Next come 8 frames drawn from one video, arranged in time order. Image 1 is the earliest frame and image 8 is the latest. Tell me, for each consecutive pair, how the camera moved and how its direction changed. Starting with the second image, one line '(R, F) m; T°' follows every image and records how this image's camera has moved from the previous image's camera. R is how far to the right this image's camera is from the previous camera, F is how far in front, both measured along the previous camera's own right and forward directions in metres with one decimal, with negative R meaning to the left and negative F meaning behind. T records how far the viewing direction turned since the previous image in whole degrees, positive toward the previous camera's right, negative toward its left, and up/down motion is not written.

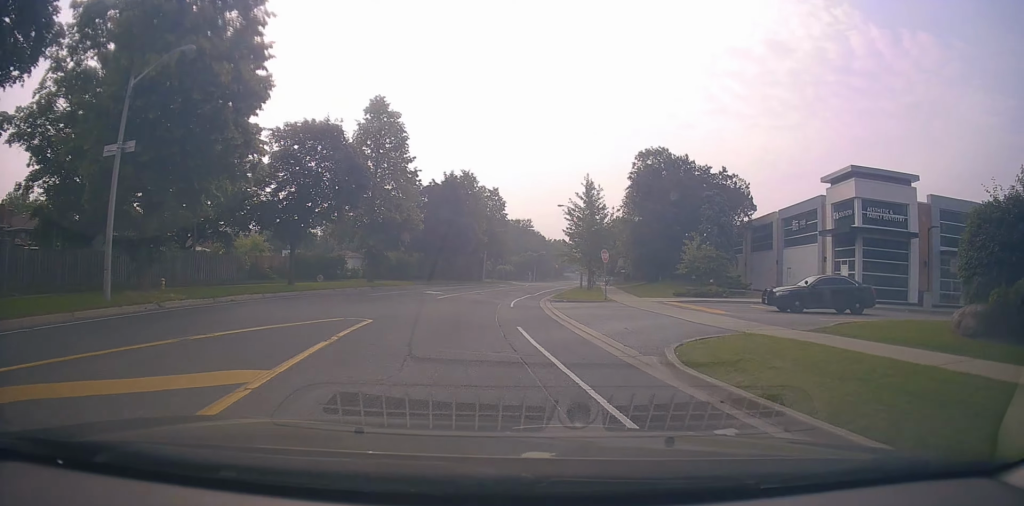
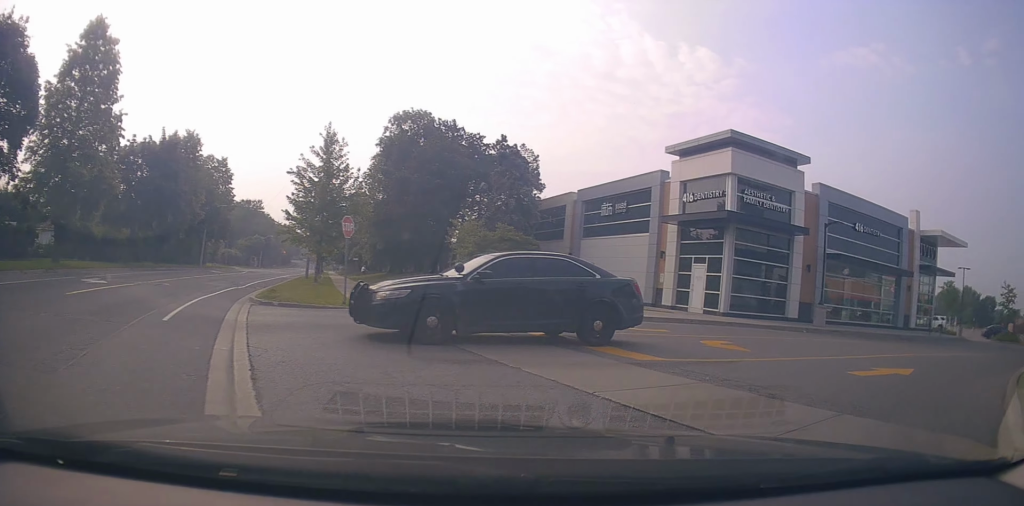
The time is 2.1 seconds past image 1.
(+2.9, +13.3) m; +33°
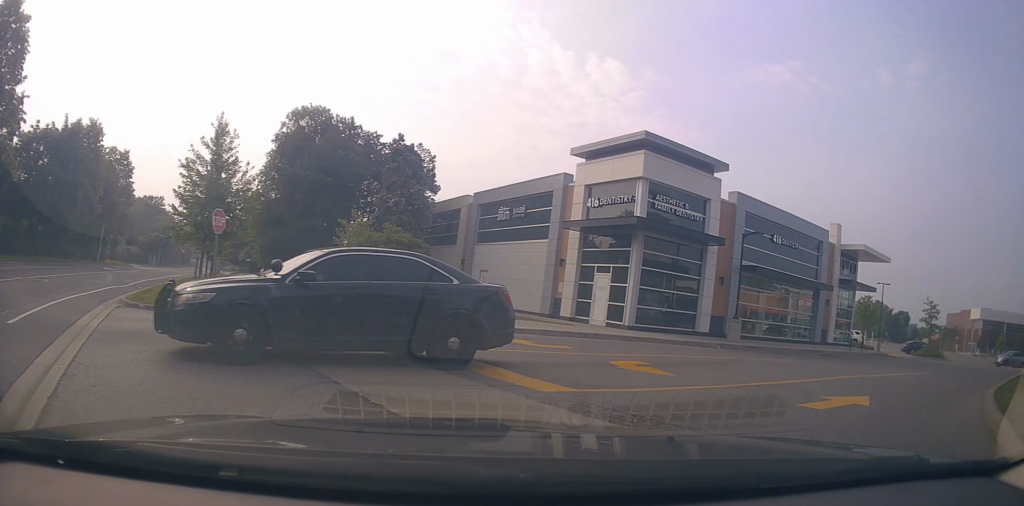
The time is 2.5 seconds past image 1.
(+0.3, +2.1) m; +10°
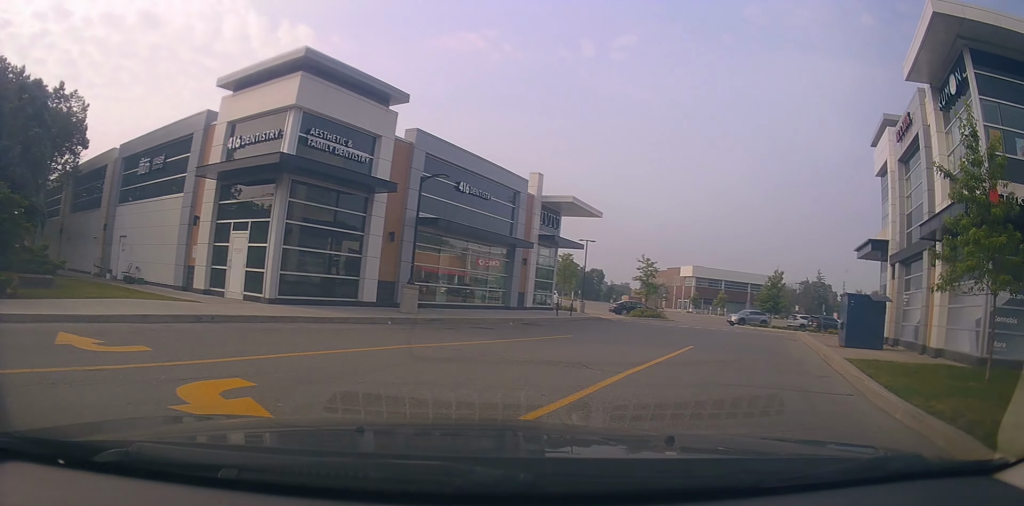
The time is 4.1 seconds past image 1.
(+1.7, +6.3) m; +29°
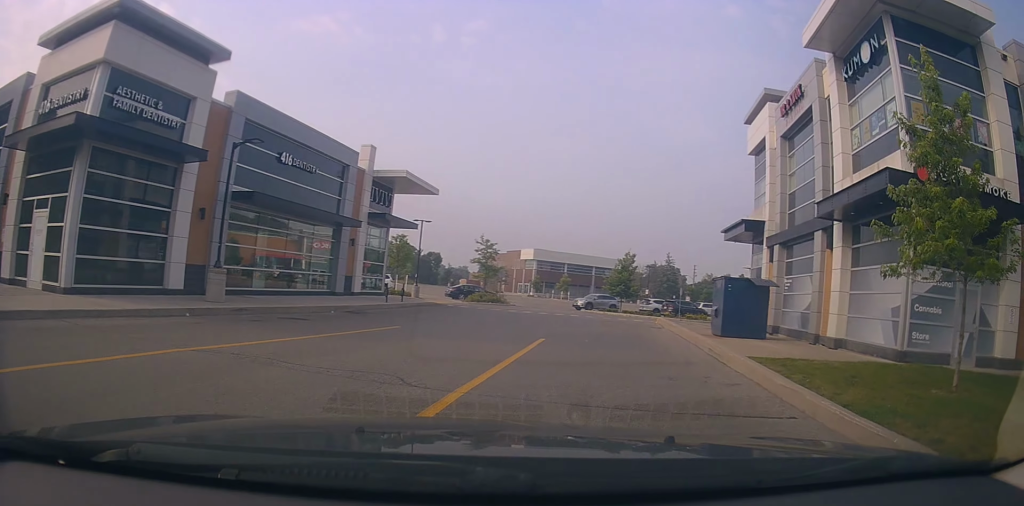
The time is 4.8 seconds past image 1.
(+0.2, +3.0) m; +15°
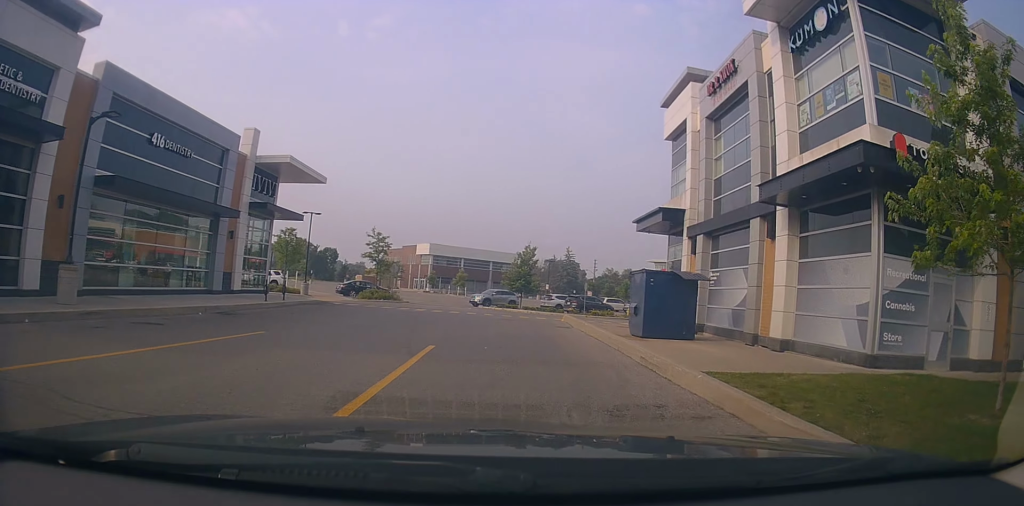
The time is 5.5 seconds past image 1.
(+0.5, +2.8) m; +9°
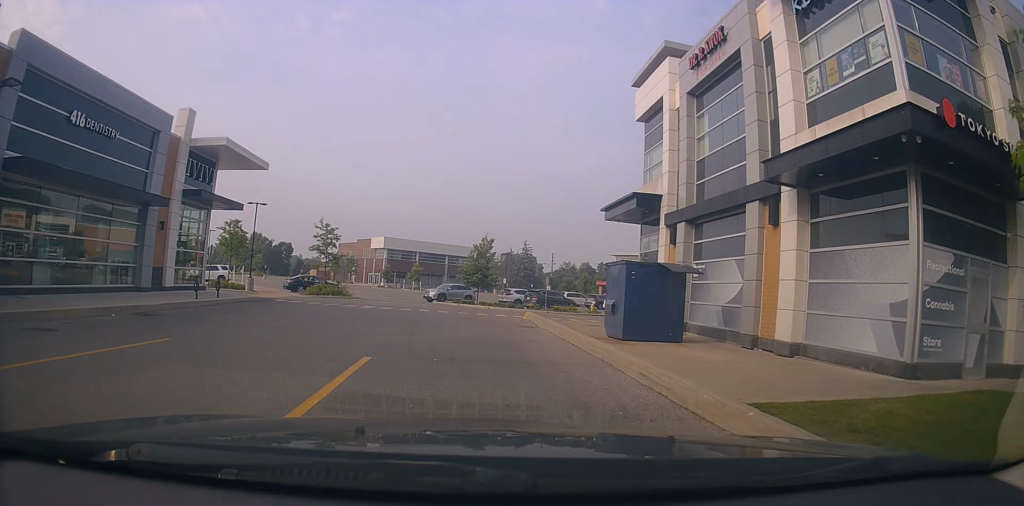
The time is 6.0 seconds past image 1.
(+0.3, +2.6) m; +6°
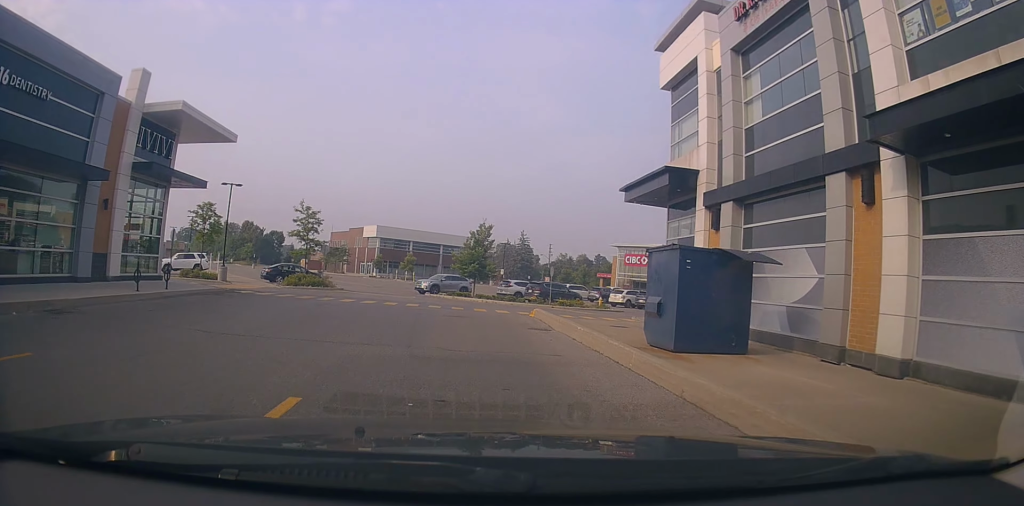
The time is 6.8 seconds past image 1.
(-0.1, +3.9) m; +3°
